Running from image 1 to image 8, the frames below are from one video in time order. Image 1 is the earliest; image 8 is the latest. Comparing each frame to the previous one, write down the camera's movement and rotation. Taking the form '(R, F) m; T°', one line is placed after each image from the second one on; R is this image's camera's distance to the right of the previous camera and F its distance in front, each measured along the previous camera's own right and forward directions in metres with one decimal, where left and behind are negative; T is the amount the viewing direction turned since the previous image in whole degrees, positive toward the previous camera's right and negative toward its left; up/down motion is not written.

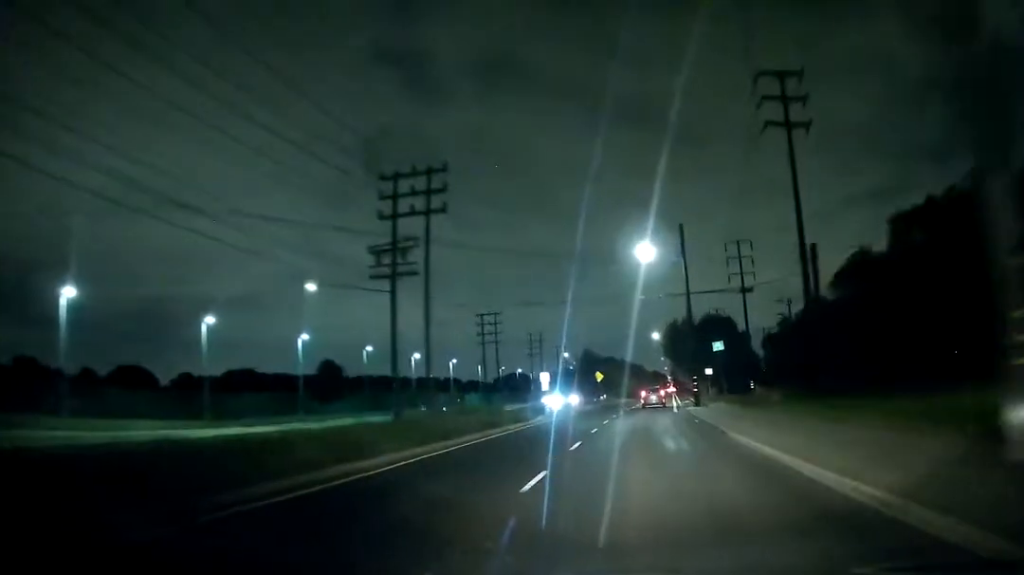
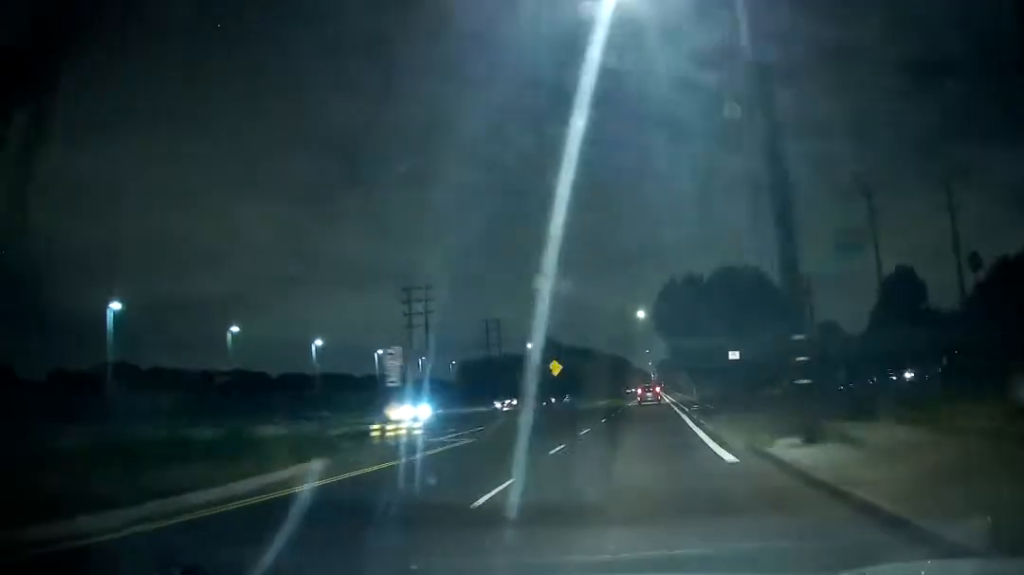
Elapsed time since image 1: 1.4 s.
(+0.5, +31.7) m; +1°
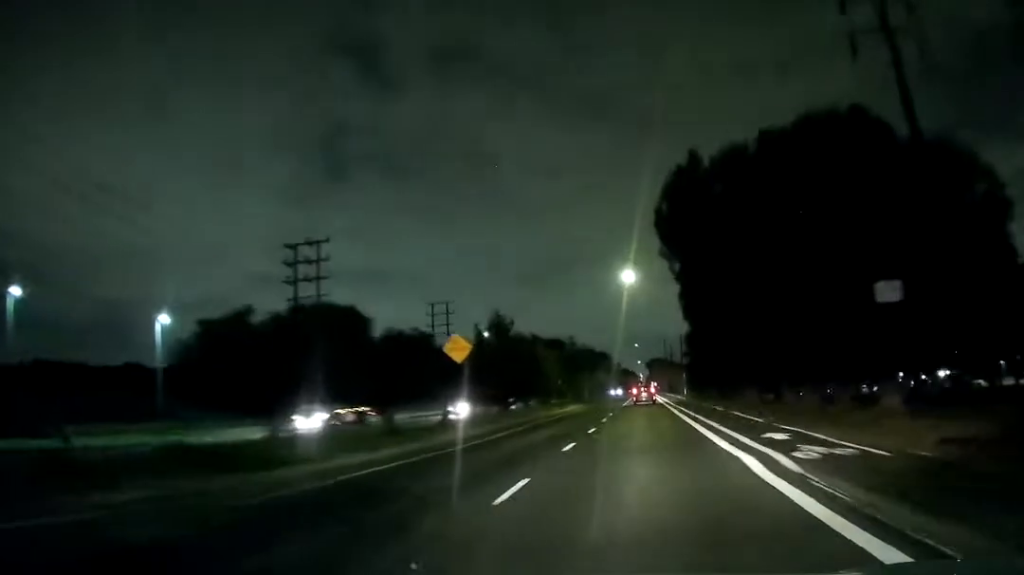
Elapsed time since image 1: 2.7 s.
(+0.1, +30.1) m; +1°
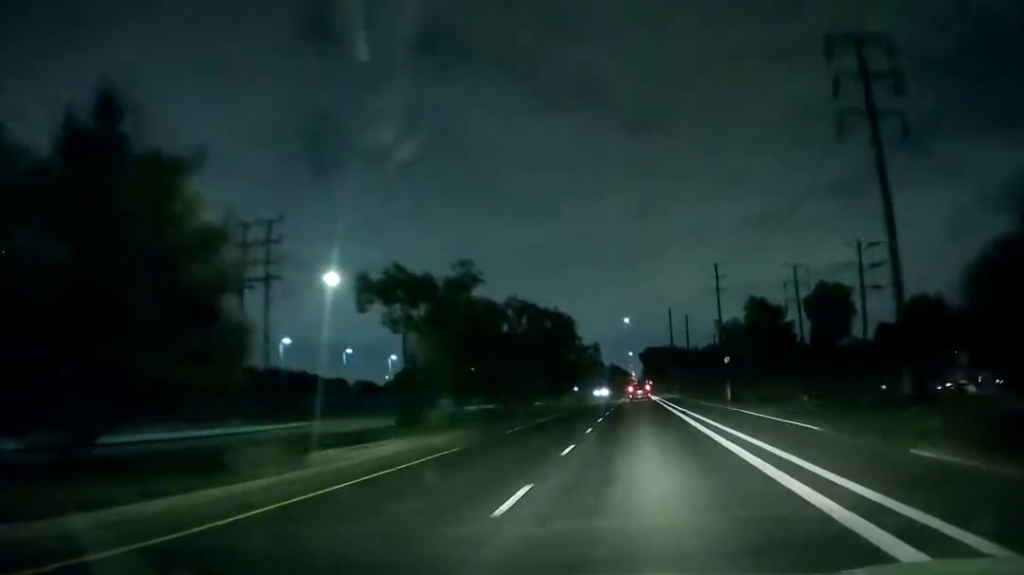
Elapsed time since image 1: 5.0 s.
(+0.4, +54.1) m; 0°
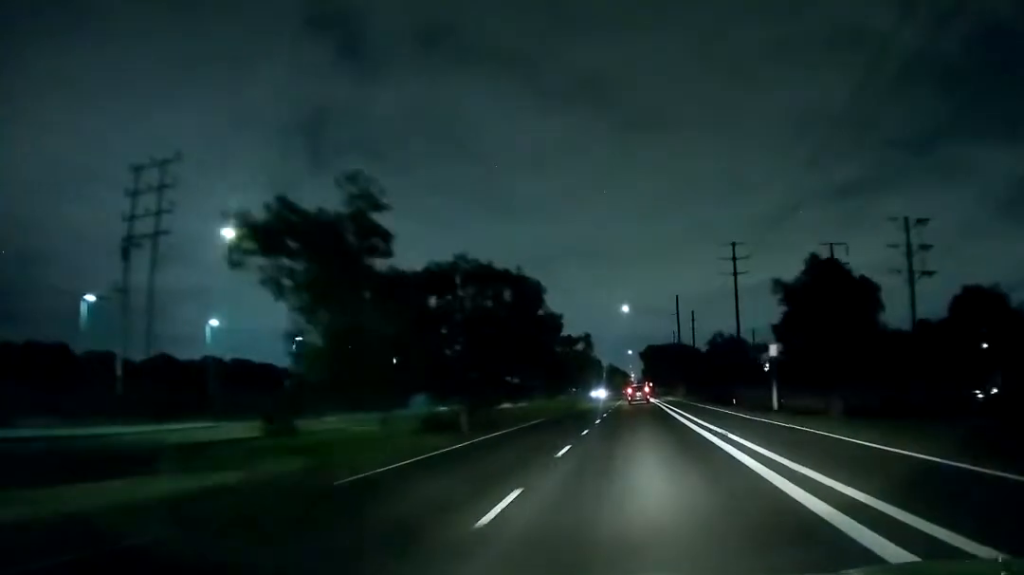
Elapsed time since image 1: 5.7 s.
(0.0, +15.8) m; 0°
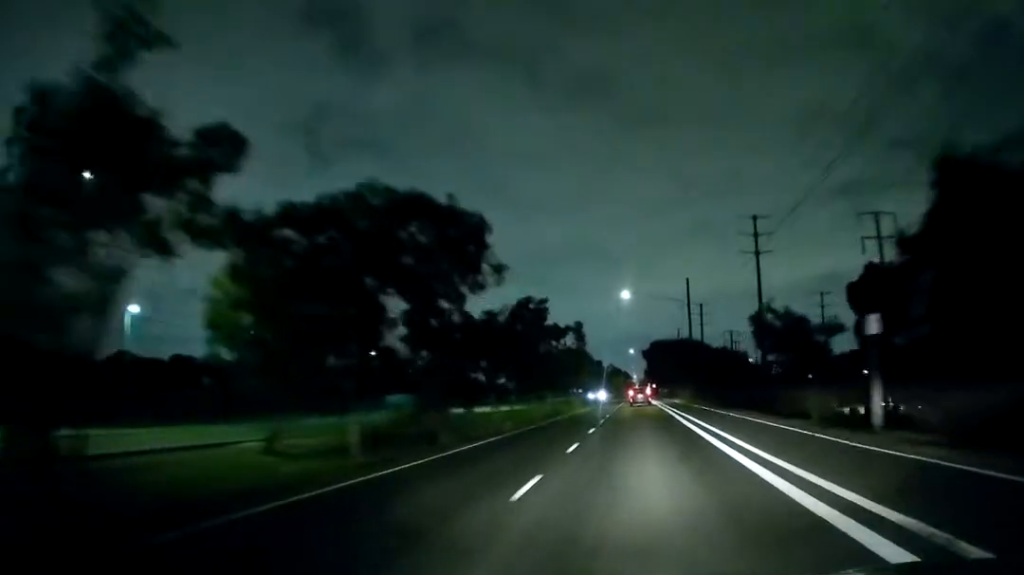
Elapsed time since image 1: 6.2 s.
(0.0, +12.6) m; 0°
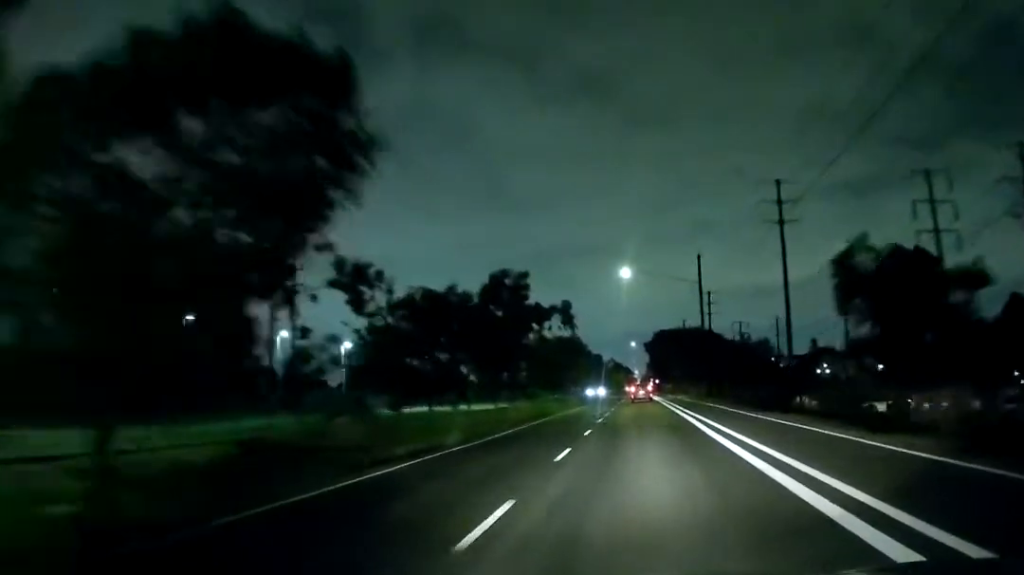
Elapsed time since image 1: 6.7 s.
(-0.1, +11.1) m; 0°
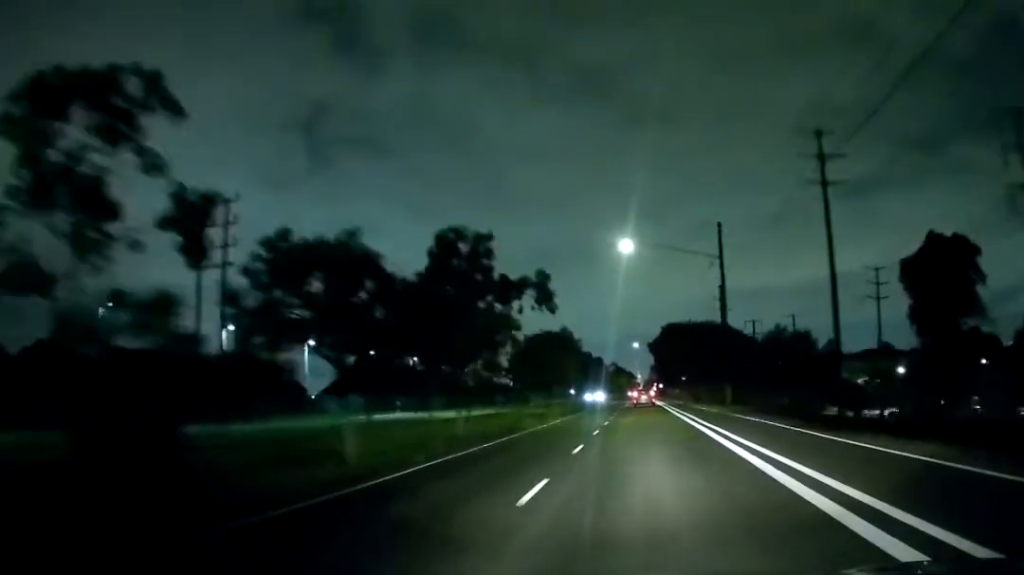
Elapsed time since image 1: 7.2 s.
(-0.1, +11.9) m; 0°
